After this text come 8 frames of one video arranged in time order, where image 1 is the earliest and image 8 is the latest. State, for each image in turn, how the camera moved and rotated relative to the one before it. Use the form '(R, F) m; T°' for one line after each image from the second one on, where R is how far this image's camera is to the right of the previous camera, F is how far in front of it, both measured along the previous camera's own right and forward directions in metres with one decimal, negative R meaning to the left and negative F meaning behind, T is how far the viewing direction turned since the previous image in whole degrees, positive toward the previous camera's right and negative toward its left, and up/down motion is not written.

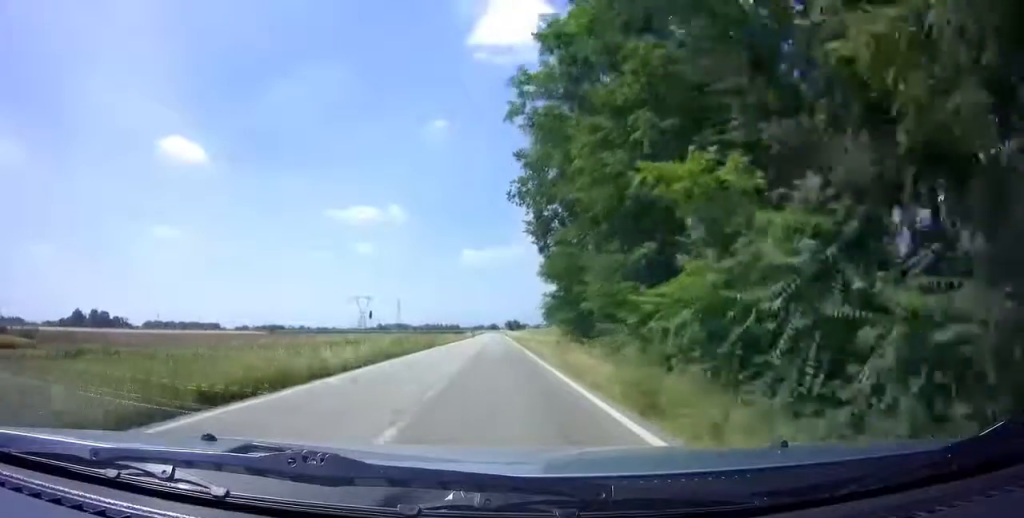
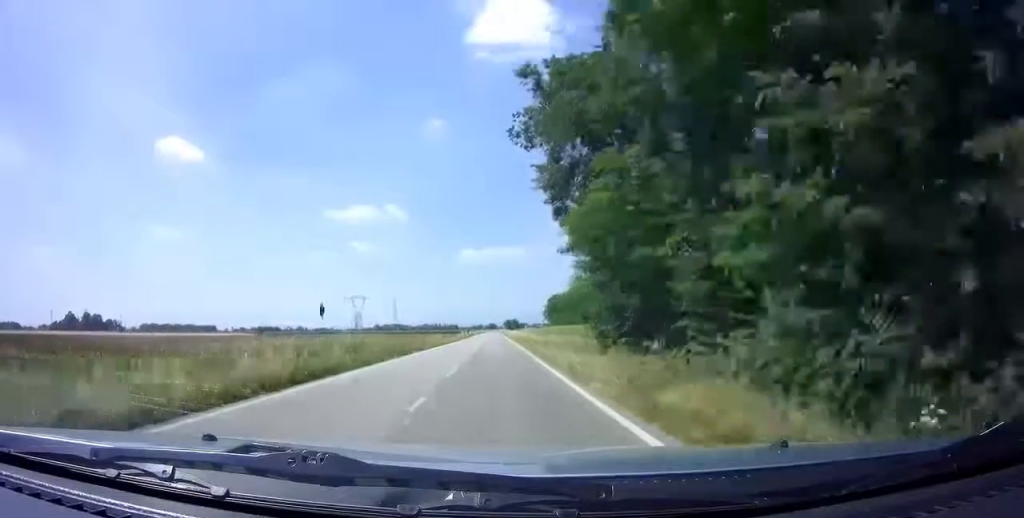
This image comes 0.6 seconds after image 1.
(-0.1, +10.0) m; -1°
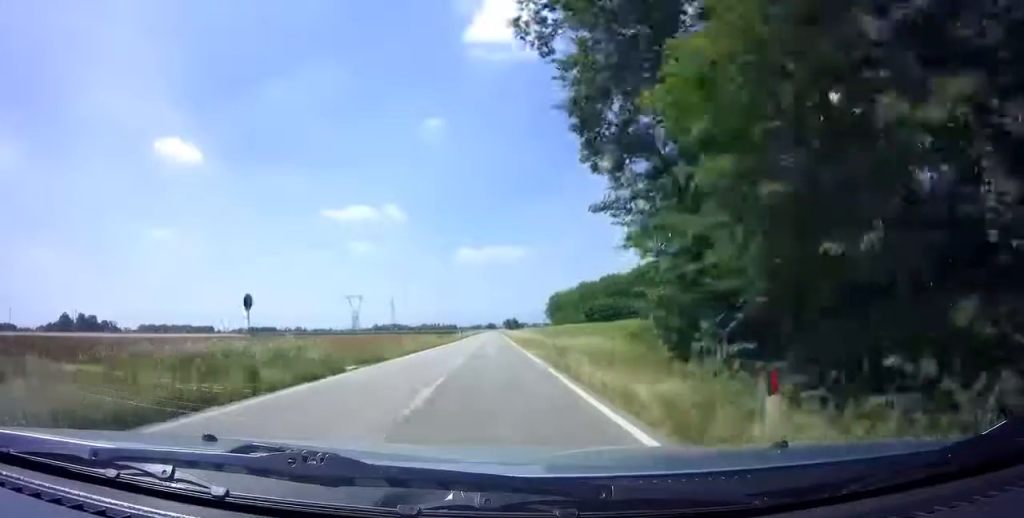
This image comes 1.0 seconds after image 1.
(0.0, +8.2) m; 0°
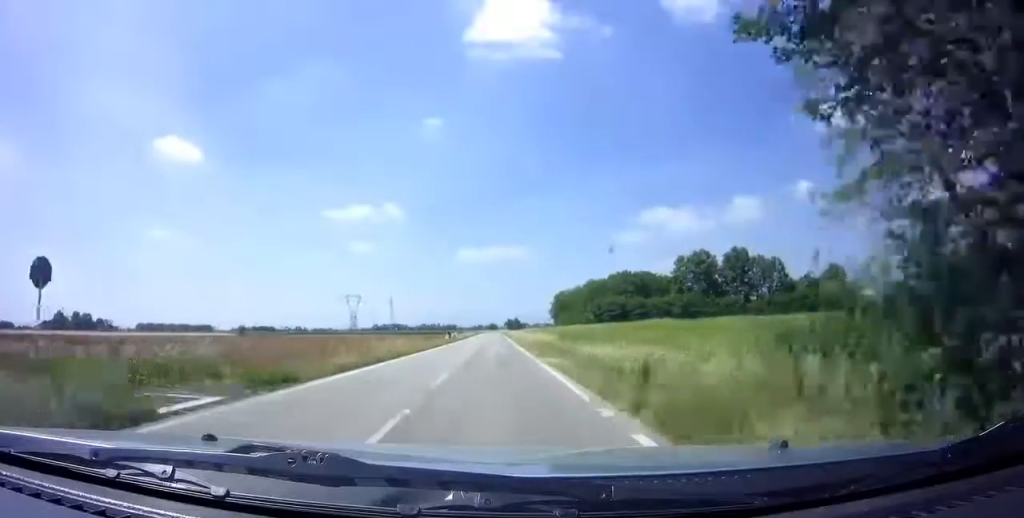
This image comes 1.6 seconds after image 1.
(0.0, +10.6) m; 0°
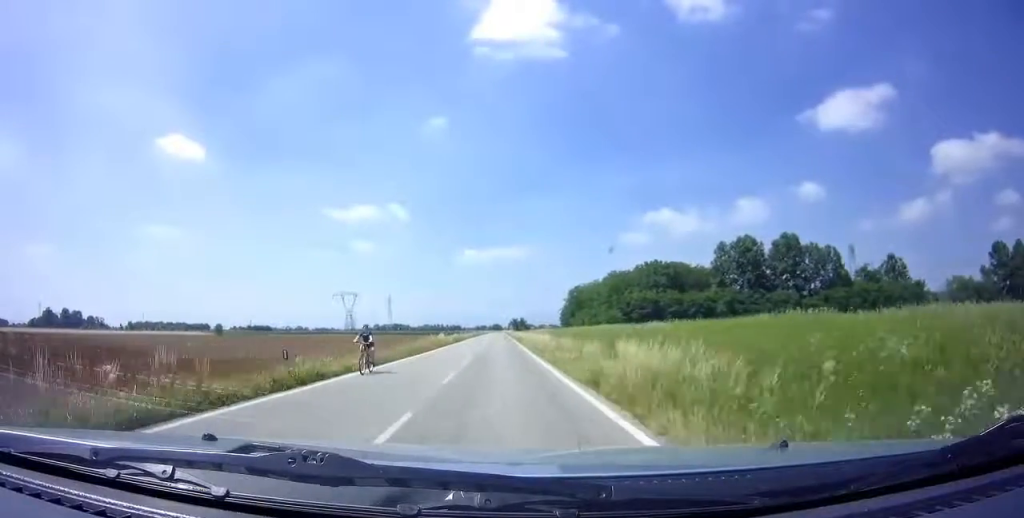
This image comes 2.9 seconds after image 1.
(-0.1, +22.5) m; -1°
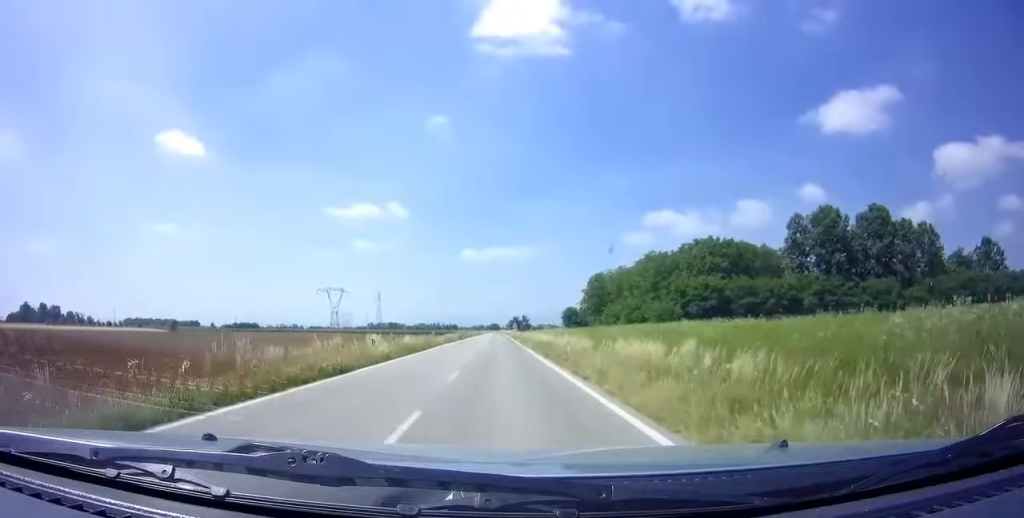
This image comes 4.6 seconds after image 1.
(+0.2, +30.0) m; +1°
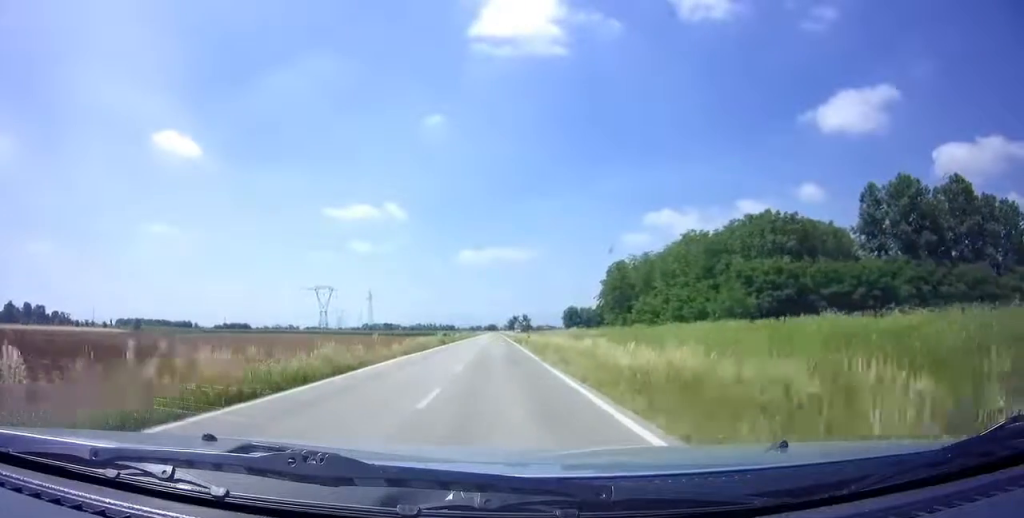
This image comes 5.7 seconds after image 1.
(+0.1, +20.1) m; 0°
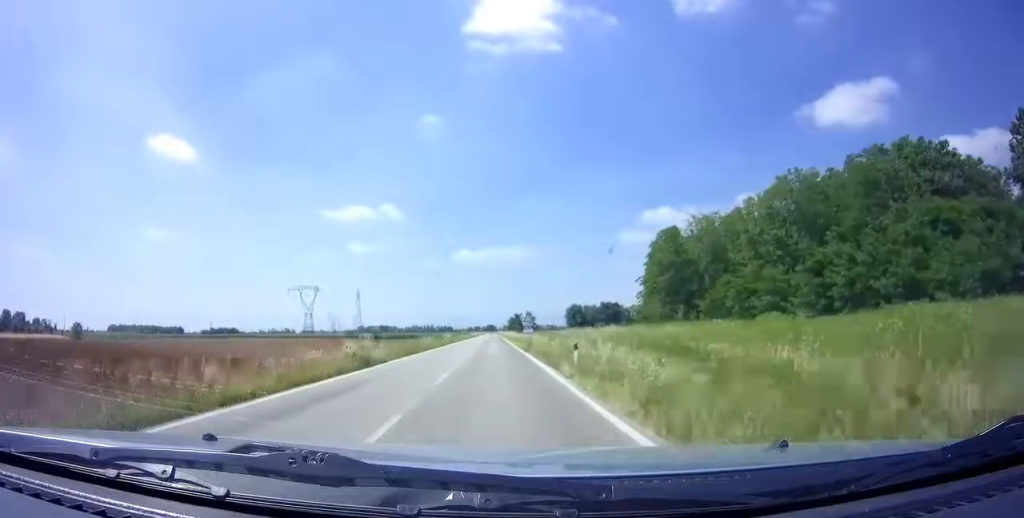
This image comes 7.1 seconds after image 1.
(-0.1, +26.6) m; 0°
